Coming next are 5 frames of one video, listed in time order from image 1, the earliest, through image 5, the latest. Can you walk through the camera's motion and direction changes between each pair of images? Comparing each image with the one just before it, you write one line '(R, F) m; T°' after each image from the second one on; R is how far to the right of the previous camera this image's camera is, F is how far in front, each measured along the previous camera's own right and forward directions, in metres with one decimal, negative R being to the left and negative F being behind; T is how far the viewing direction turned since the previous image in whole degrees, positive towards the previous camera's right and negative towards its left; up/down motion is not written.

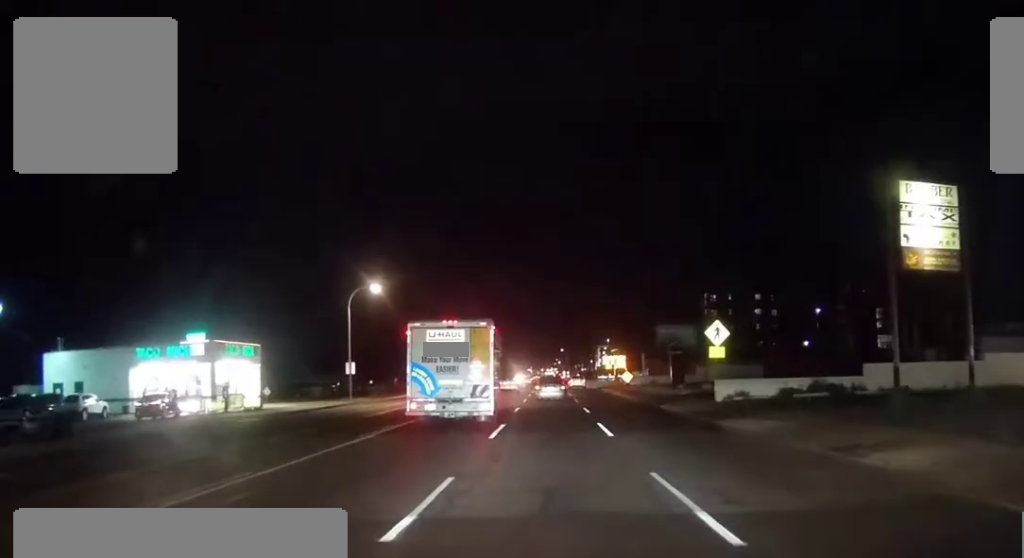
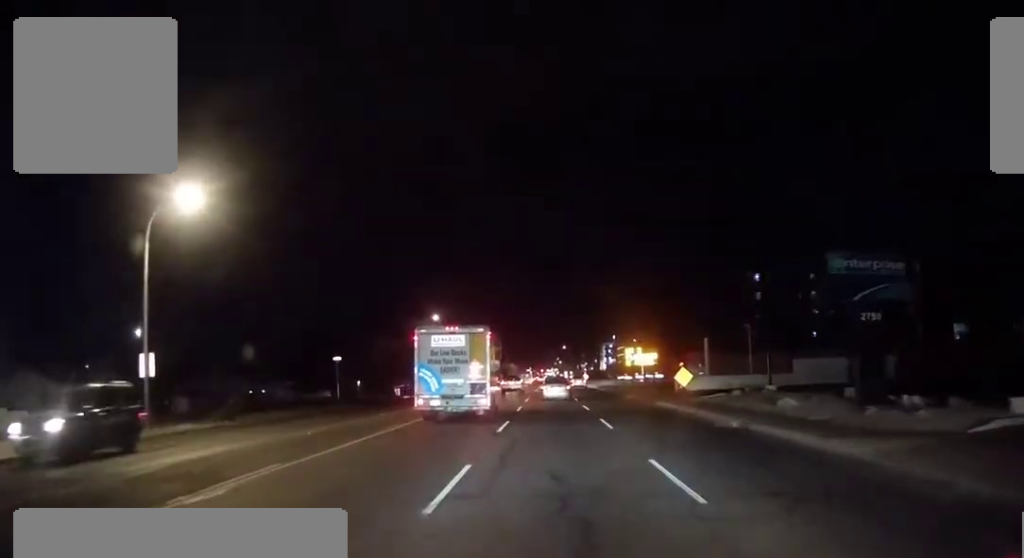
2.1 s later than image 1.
(0.0, +35.2) m; 0°
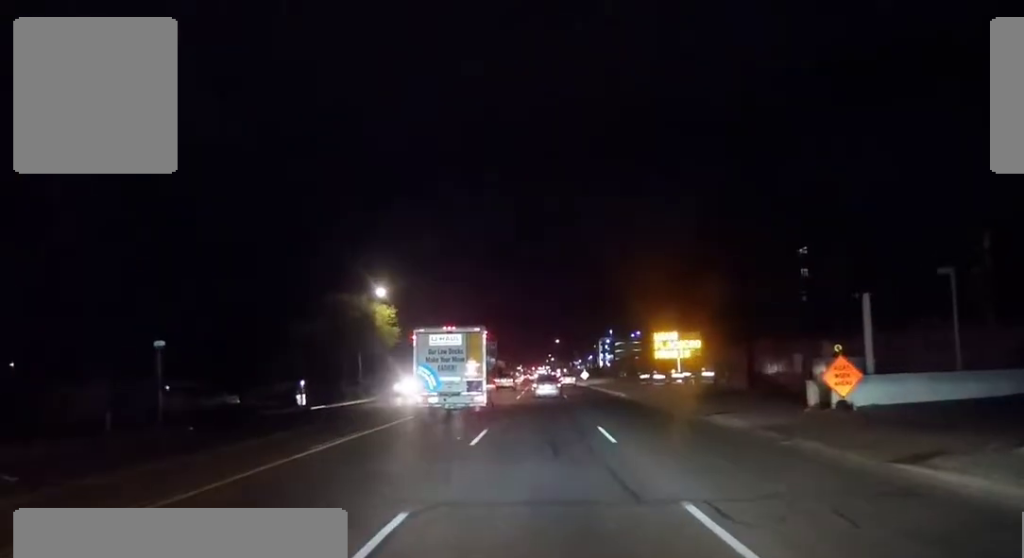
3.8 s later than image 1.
(0.0, +28.6) m; 0°
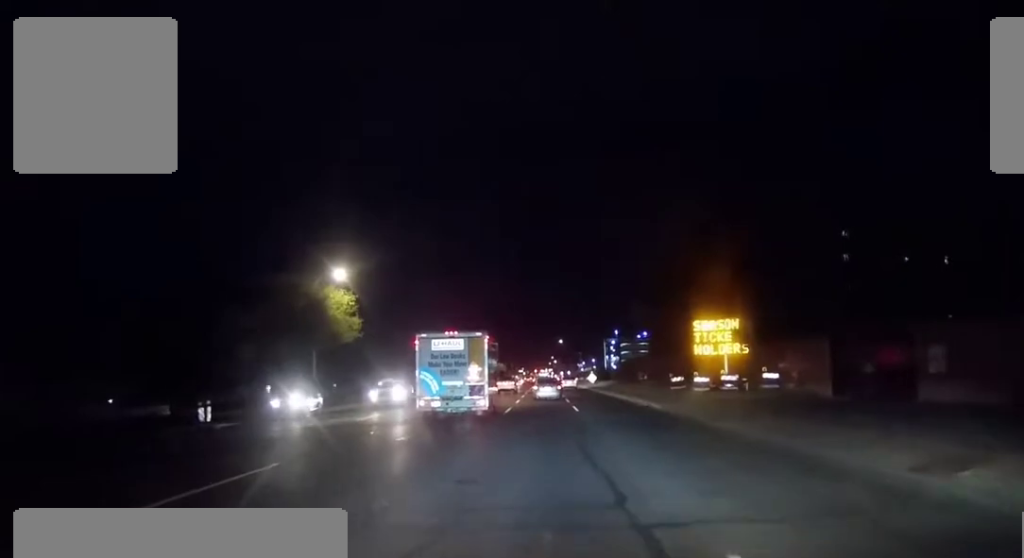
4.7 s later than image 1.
(0.0, +14.9) m; 0°
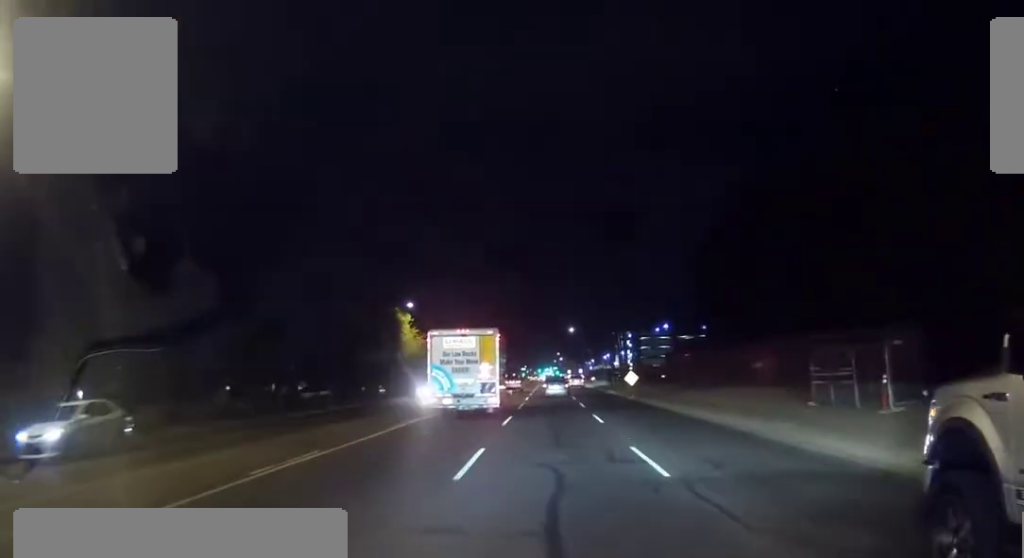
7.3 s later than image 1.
(-0.8, +45.2) m; -2°
